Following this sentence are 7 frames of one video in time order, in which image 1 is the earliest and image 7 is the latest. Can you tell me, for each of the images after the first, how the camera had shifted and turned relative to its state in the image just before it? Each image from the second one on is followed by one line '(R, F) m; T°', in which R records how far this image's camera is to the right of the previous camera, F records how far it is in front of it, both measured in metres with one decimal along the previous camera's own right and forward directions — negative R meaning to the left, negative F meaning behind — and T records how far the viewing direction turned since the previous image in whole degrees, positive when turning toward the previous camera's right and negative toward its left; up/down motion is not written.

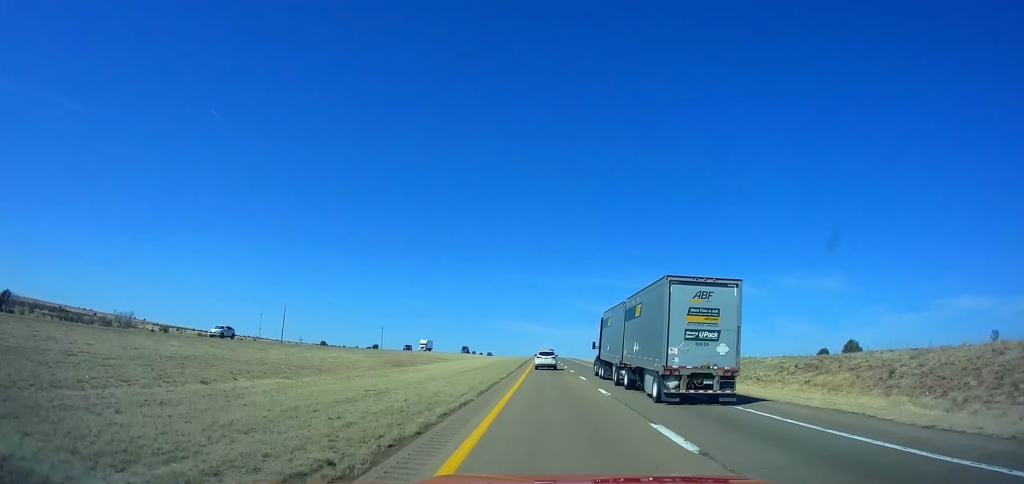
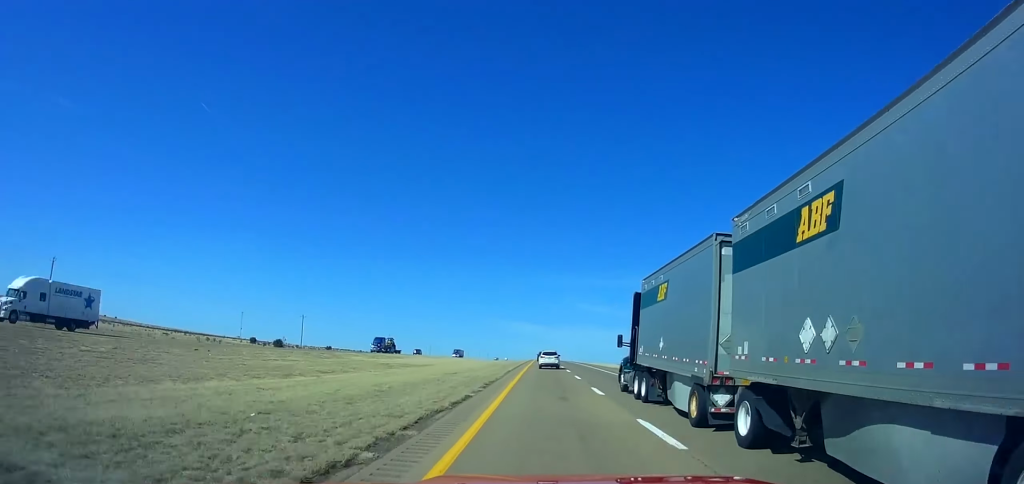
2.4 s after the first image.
(-0.1, +84.9) m; 0°
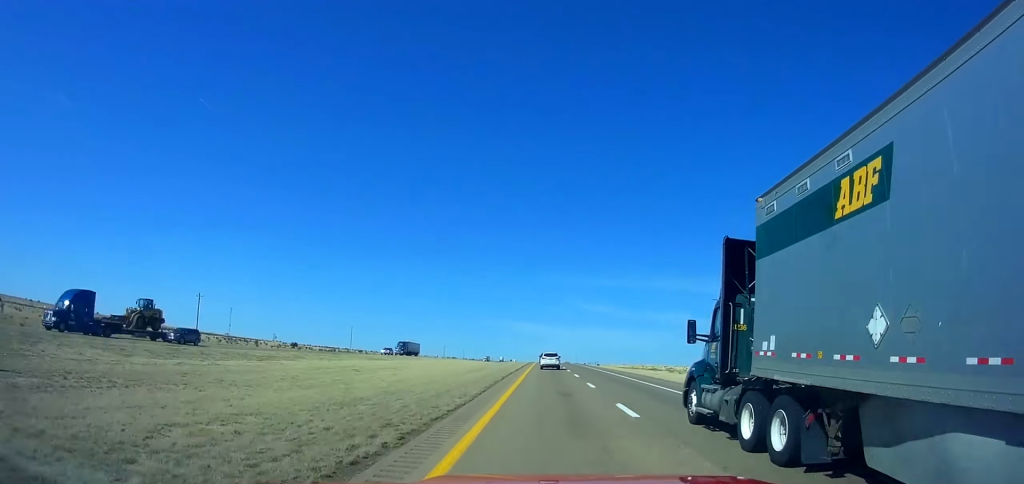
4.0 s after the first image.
(-0.2, +56.5) m; 0°
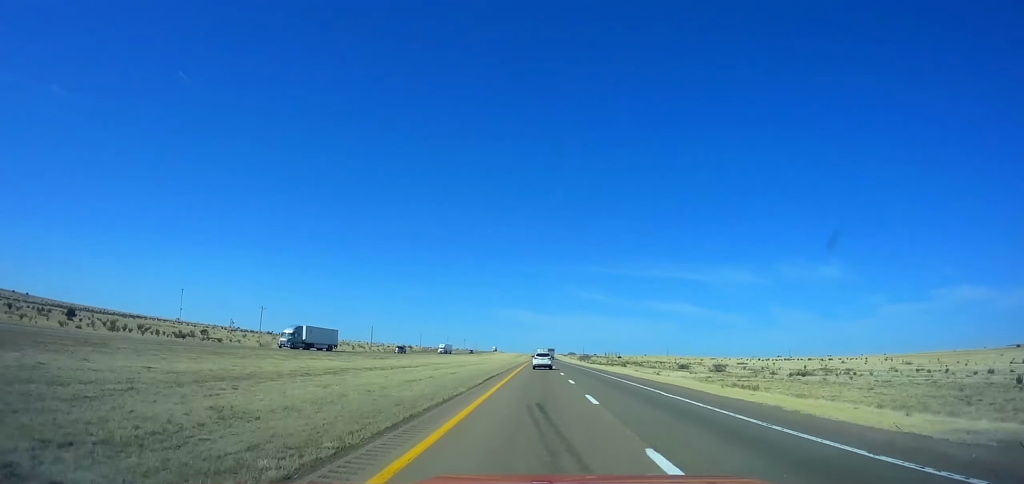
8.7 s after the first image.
(0.0, +167.2) m; 0°
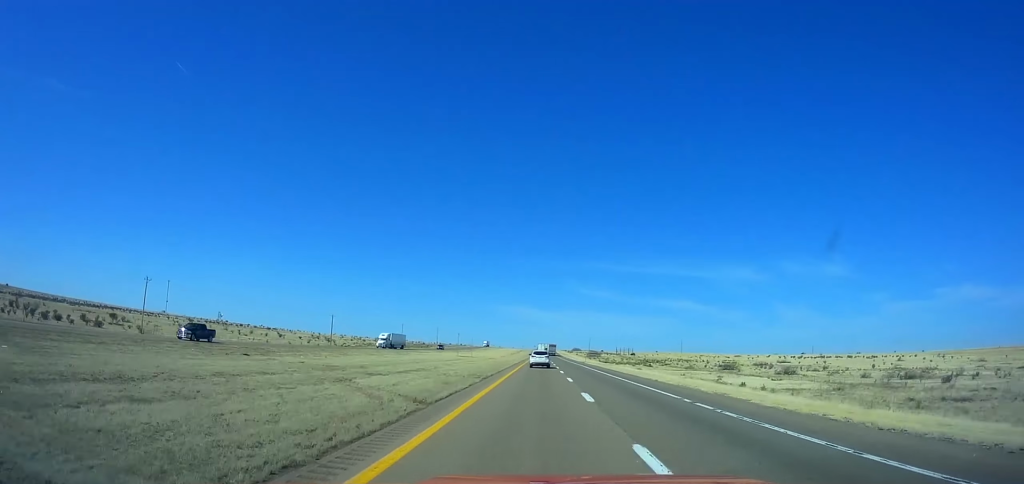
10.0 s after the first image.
(0.0, +46.4) m; 0°
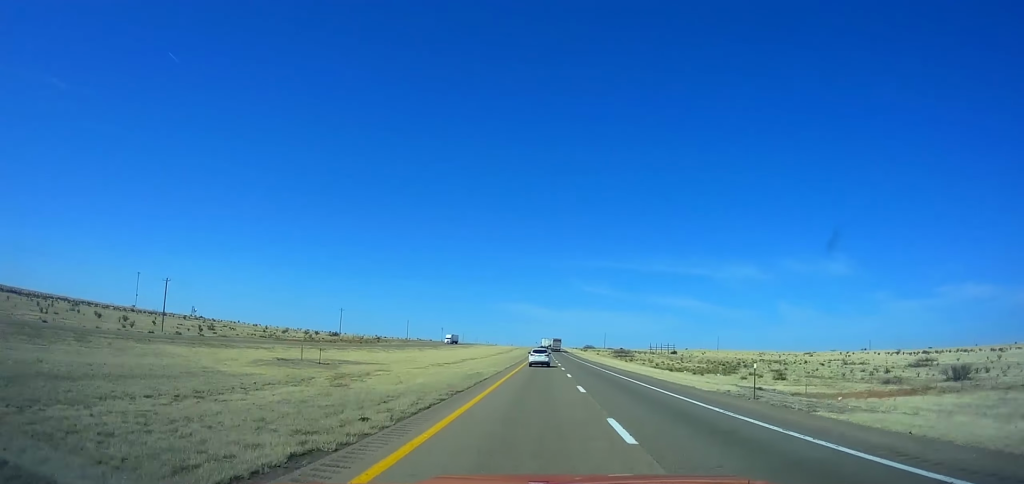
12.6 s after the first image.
(0.0, +92.9) m; 0°
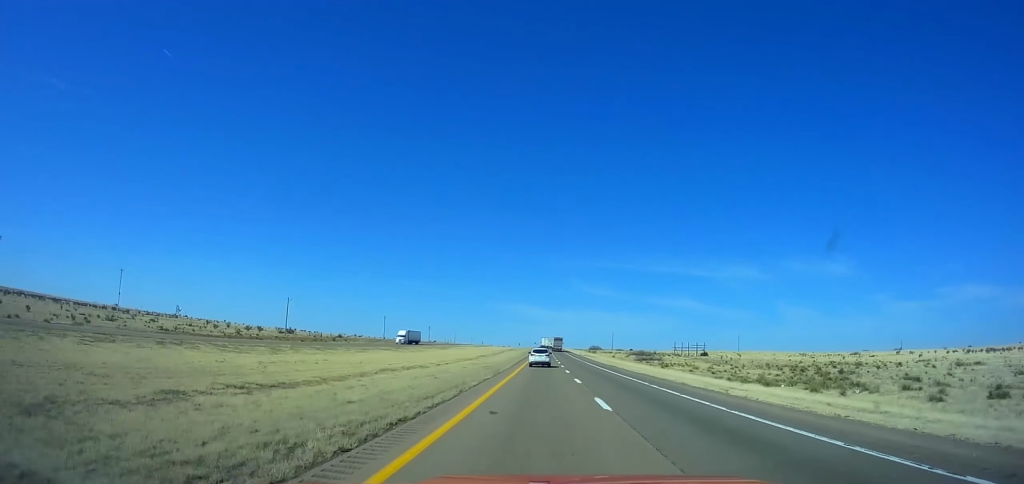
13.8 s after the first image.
(0.0, +42.8) m; 0°
